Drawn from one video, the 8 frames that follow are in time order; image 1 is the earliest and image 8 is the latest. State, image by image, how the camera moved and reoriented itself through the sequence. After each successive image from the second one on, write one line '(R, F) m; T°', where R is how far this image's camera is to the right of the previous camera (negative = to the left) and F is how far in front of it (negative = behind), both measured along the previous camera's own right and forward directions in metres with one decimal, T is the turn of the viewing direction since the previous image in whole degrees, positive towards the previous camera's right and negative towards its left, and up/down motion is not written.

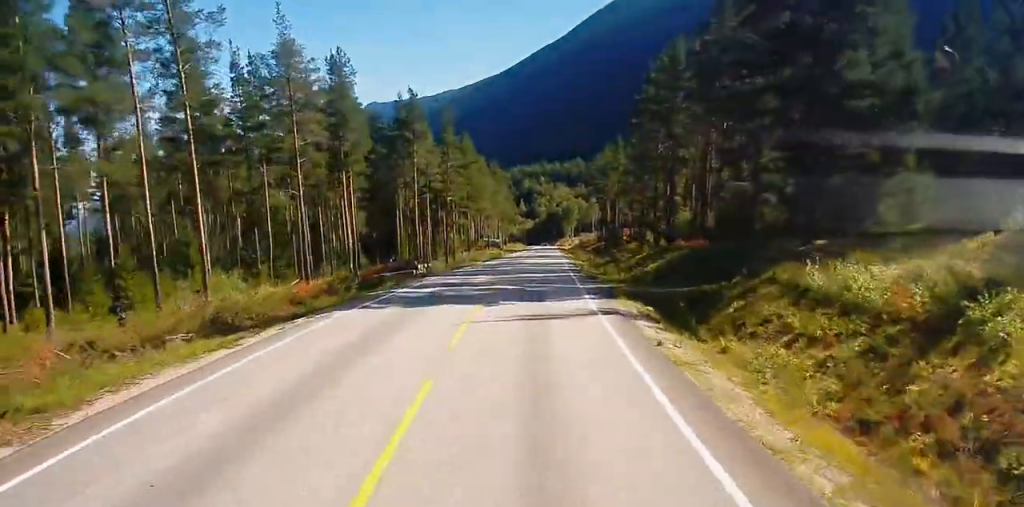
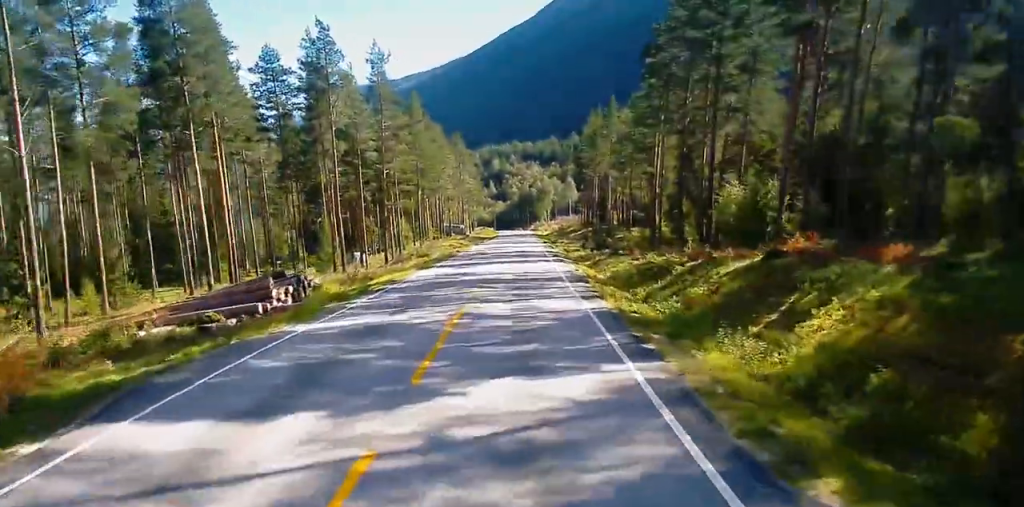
(0.0, +27.8) m; 0°
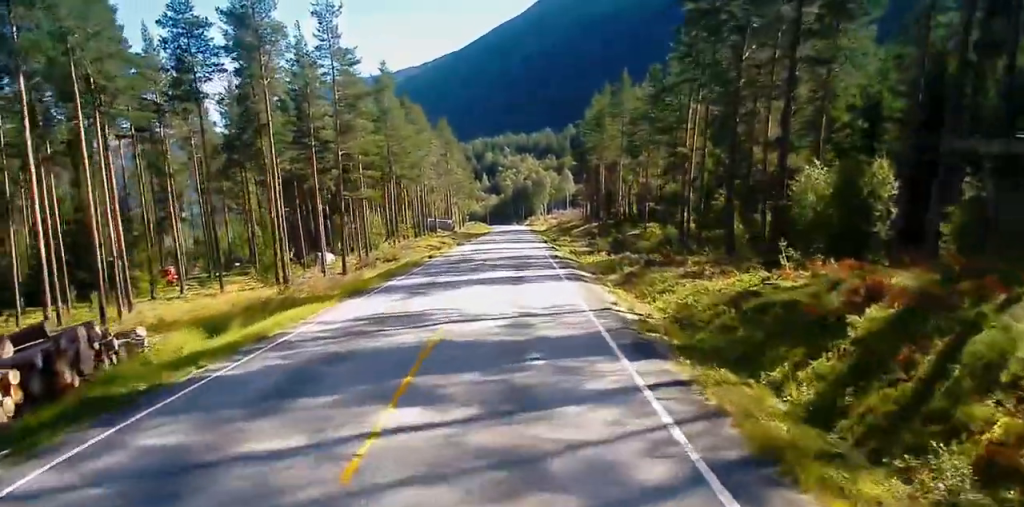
(0.0, +16.1) m; +1°
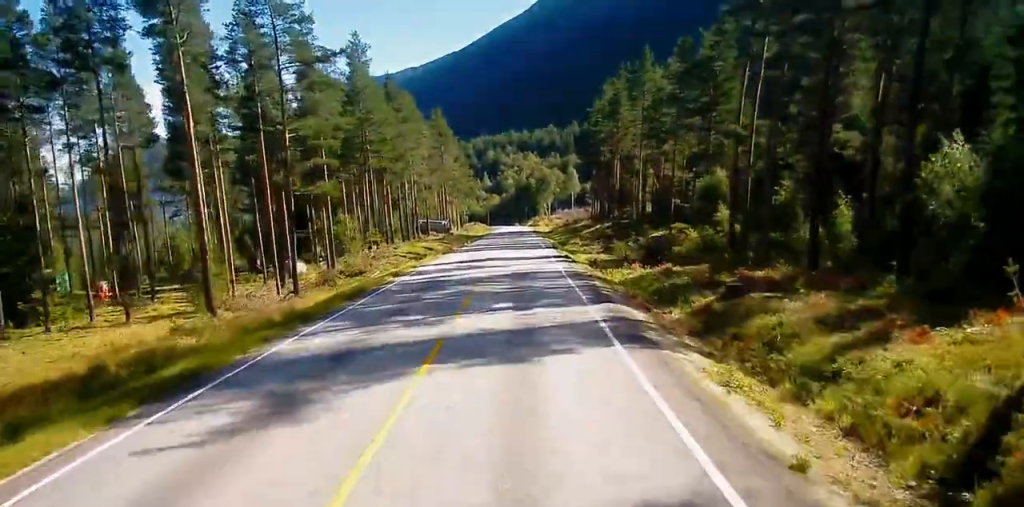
(+0.2, +13.5) m; +2°
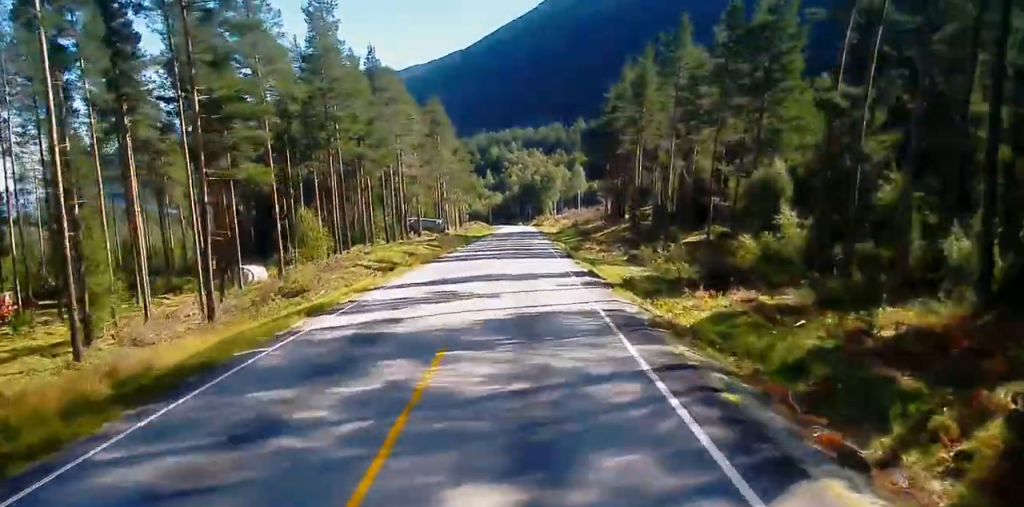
(+0.3, +13.3) m; +2°
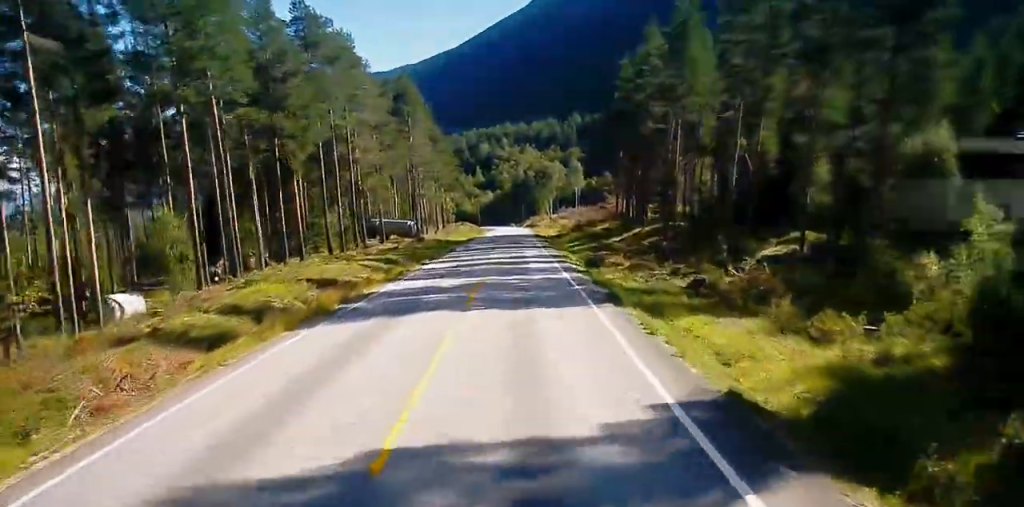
(0.0, +21.5) m; 0°
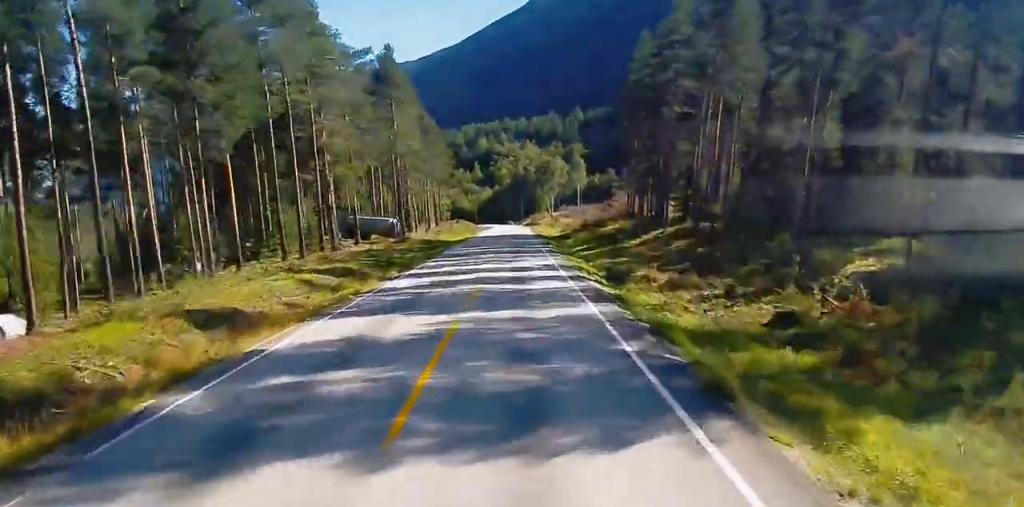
(0.0, +11.3) m; 0°
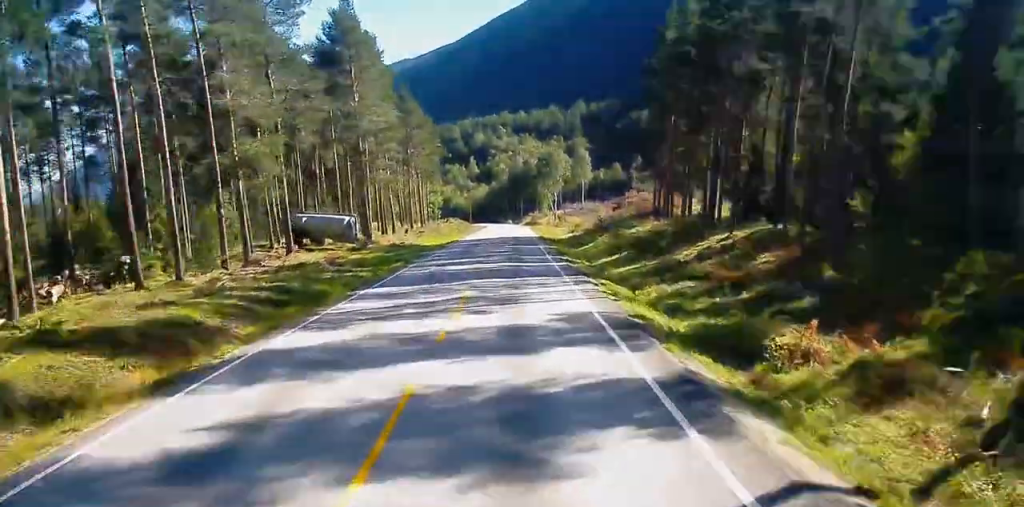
(-0.1, +18.6) m; 0°
